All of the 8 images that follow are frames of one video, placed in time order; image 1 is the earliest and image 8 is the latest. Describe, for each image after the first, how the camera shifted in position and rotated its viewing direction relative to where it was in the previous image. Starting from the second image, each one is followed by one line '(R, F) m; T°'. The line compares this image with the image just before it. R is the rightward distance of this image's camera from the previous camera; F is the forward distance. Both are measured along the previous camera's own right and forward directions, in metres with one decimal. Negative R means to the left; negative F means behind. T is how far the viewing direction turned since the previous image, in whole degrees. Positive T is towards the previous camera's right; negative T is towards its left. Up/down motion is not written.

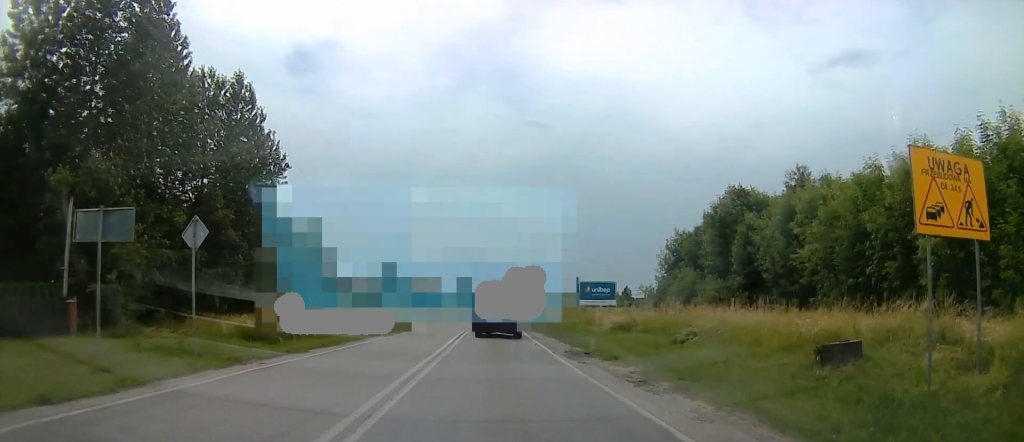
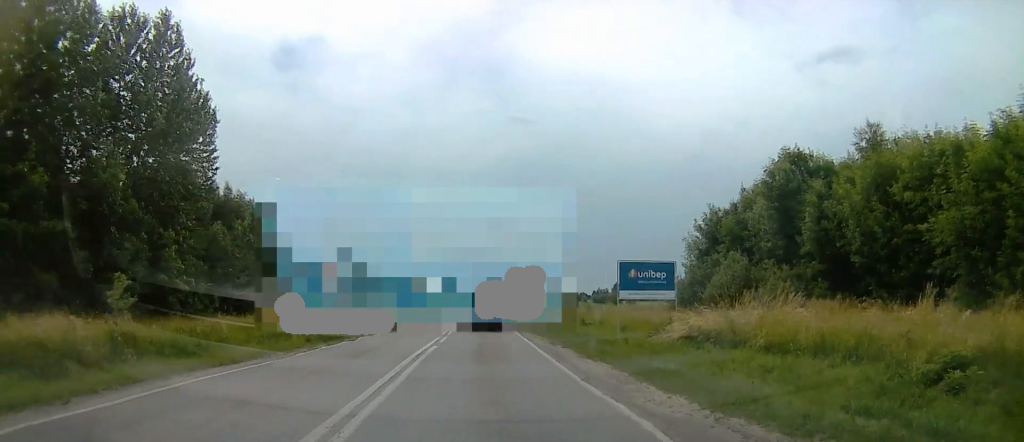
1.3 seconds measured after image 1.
(+0.6, +14.1) m; +2°
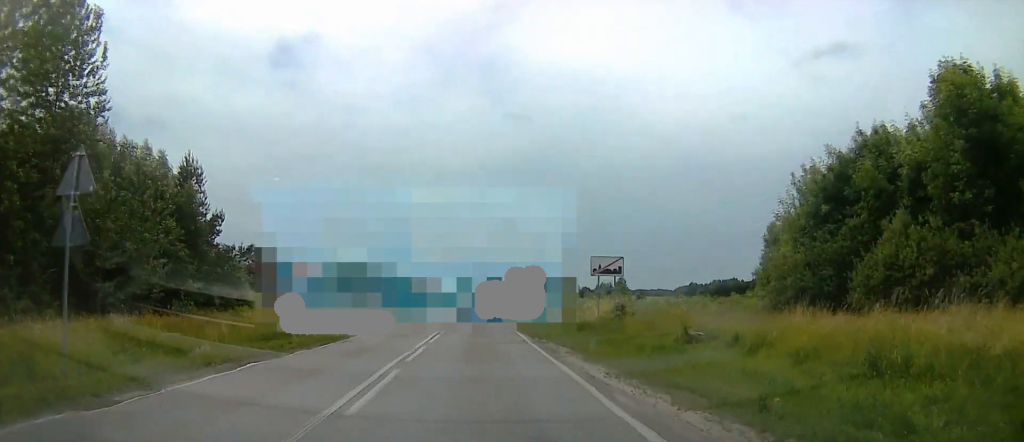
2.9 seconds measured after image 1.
(-1.3, +19.6) m; -3°
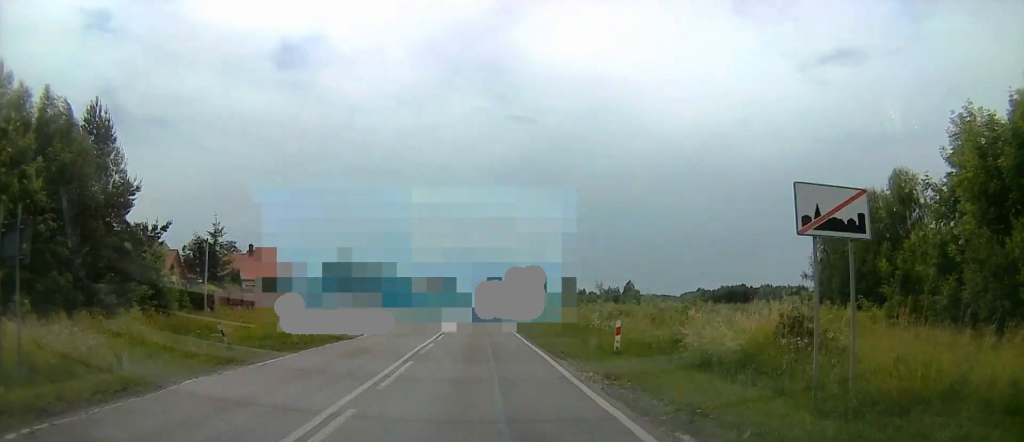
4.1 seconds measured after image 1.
(+1.0, +16.1) m; 0°
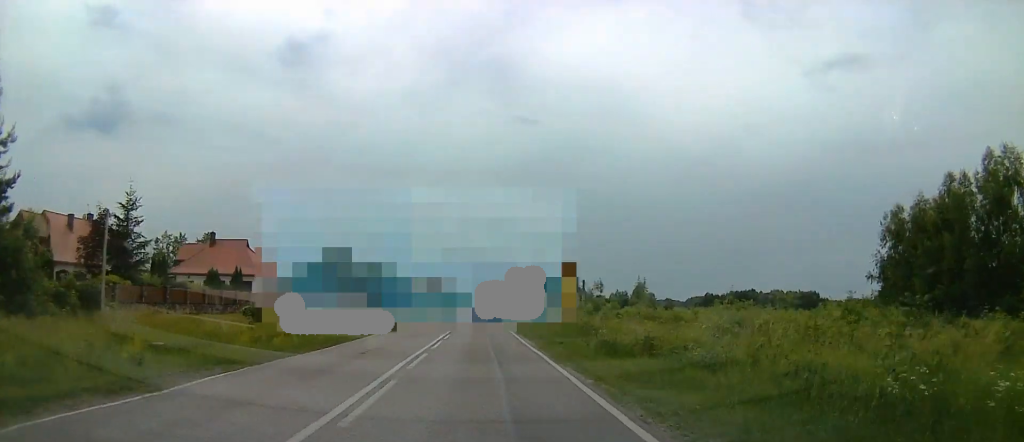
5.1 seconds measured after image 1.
(-0.8, +15.7) m; 0°
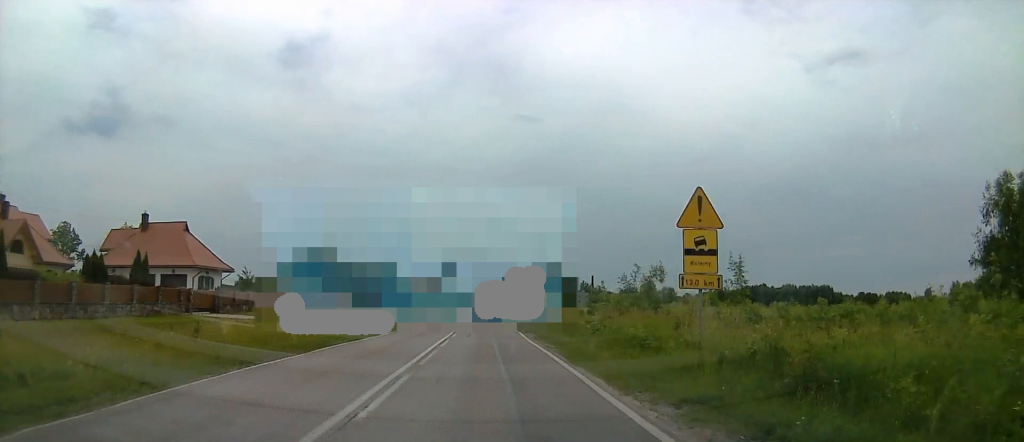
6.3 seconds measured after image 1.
(+0.4, +18.2) m; 0°
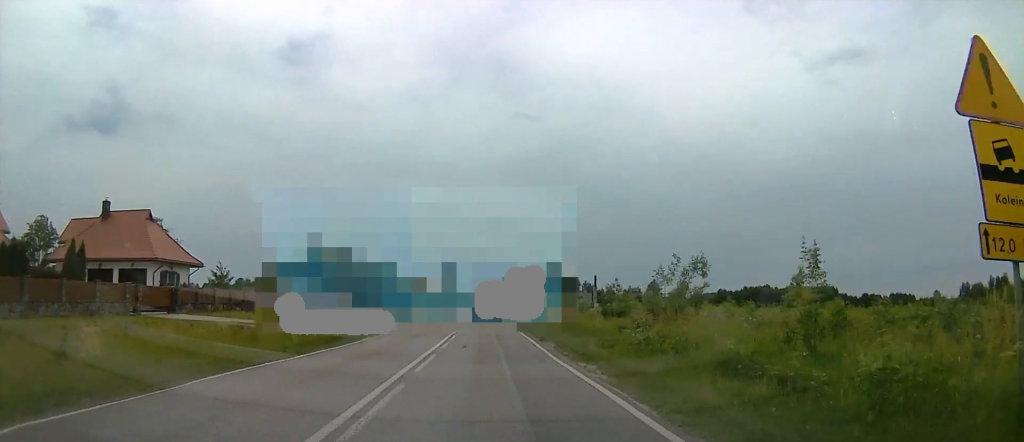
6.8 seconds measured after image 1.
(-0.6, +7.5) m; 0°
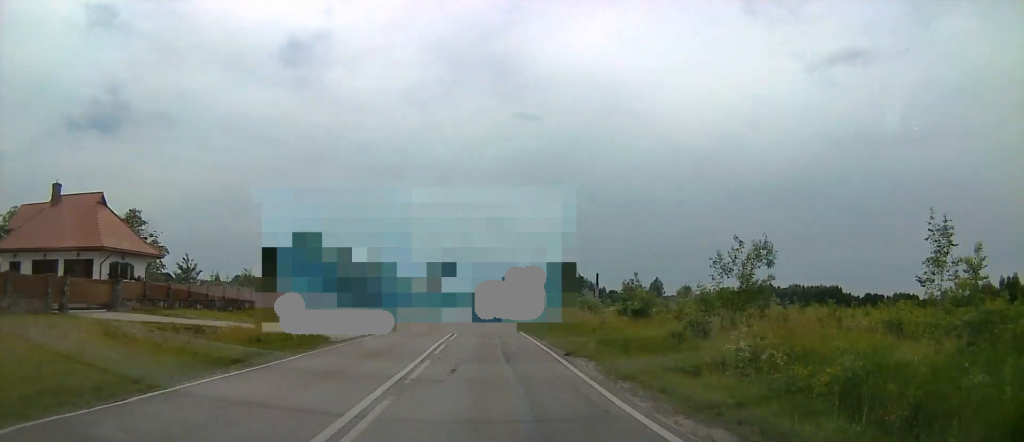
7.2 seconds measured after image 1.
(+0.4, +8.0) m; +2°
